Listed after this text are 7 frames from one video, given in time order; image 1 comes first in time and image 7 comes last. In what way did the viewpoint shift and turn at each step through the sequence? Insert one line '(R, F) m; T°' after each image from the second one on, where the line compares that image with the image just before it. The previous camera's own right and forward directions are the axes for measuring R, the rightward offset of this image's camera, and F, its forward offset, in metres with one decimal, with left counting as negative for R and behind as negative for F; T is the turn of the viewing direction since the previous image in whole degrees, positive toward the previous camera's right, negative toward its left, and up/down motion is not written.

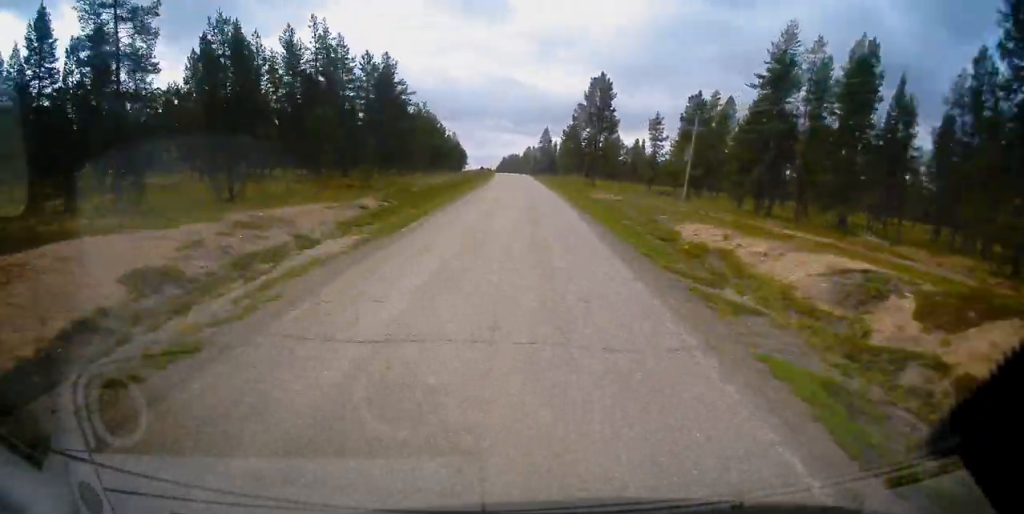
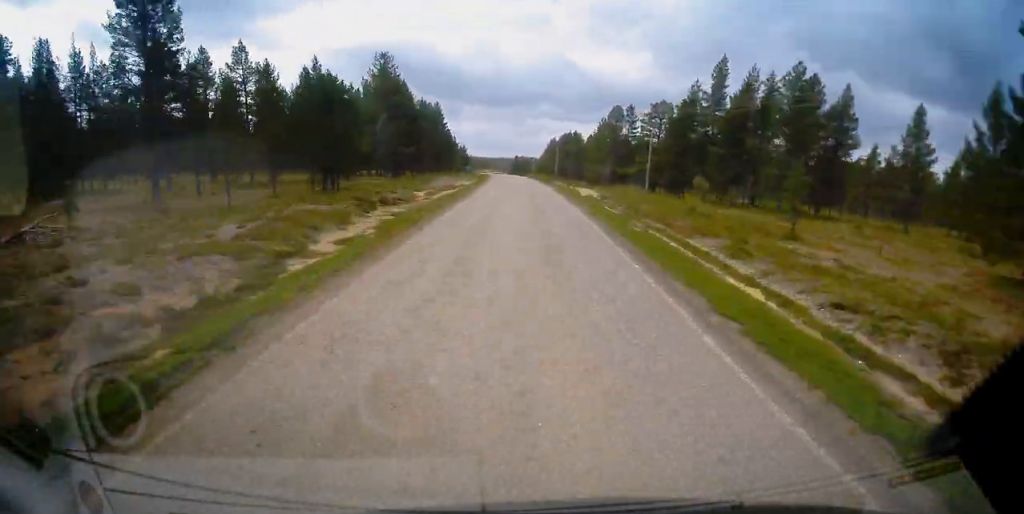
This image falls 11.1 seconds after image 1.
(-6.7, +156.4) m; -4°
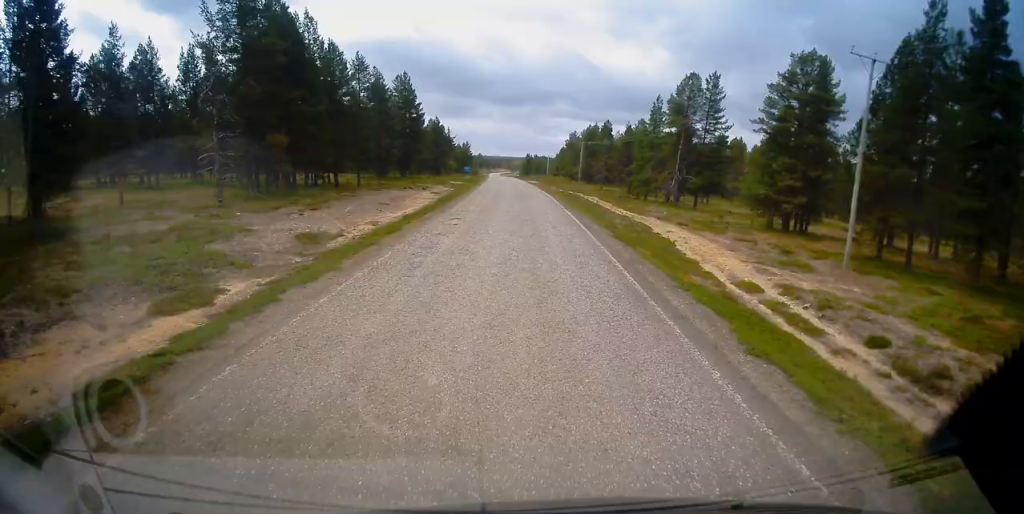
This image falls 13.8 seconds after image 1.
(-0.5, +39.4) m; -1°
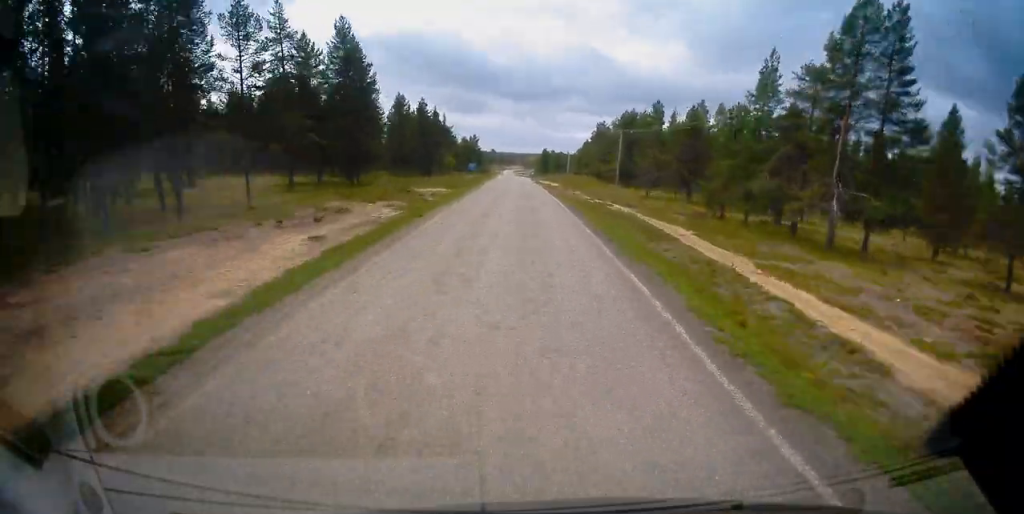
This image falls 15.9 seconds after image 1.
(+0.1, +30.8) m; -1°
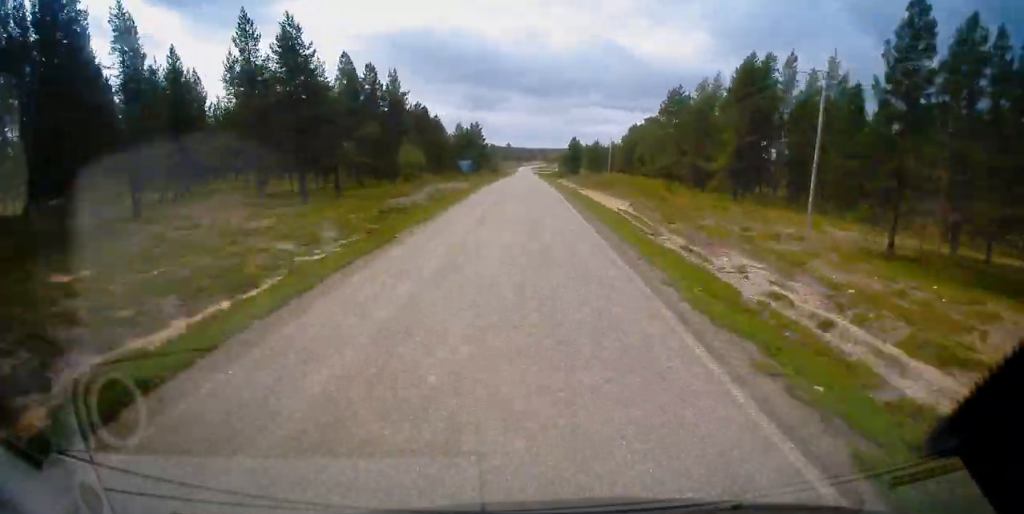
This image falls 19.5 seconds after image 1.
(-1.2, +52.3) m; -1°
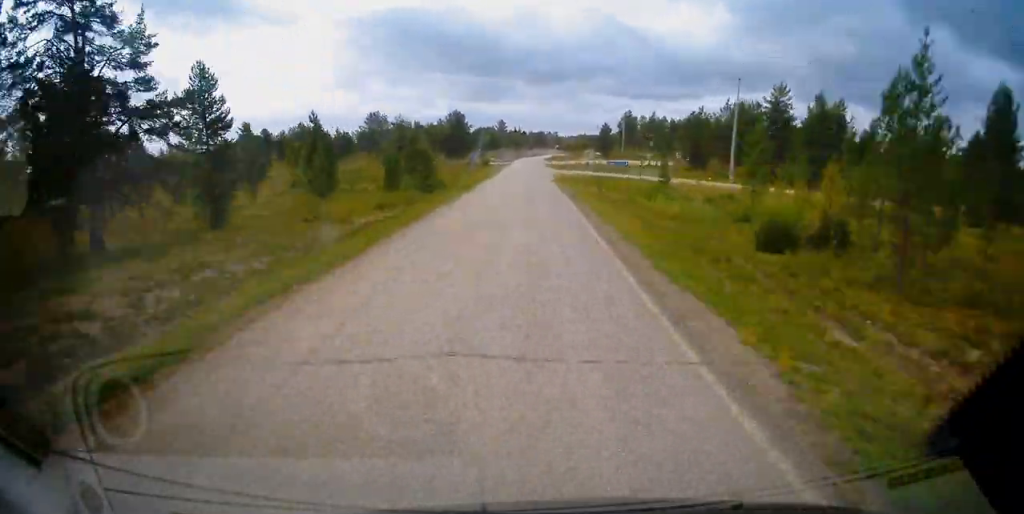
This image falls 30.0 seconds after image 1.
(-1.2, +138.2) m; -1°
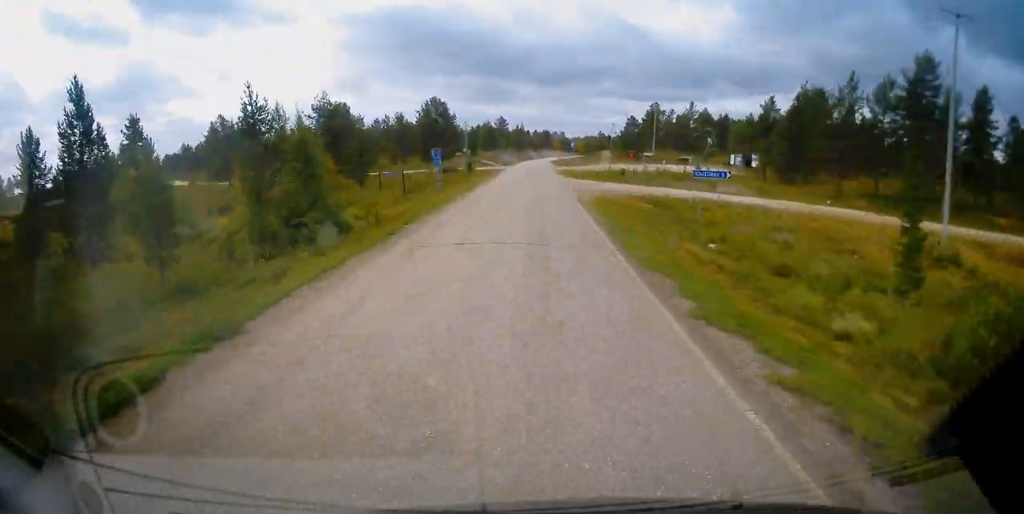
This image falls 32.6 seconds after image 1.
(-0.1, +24.7) m; 0°
